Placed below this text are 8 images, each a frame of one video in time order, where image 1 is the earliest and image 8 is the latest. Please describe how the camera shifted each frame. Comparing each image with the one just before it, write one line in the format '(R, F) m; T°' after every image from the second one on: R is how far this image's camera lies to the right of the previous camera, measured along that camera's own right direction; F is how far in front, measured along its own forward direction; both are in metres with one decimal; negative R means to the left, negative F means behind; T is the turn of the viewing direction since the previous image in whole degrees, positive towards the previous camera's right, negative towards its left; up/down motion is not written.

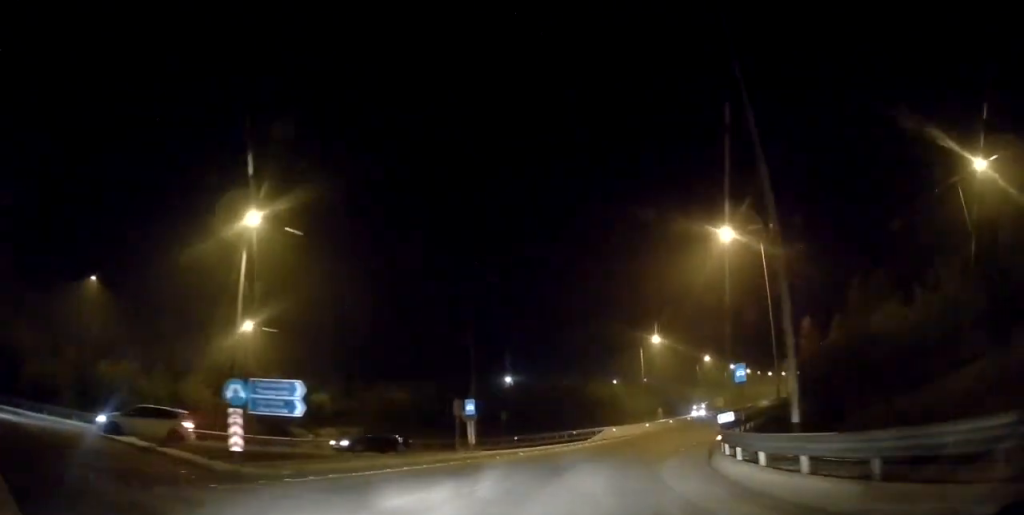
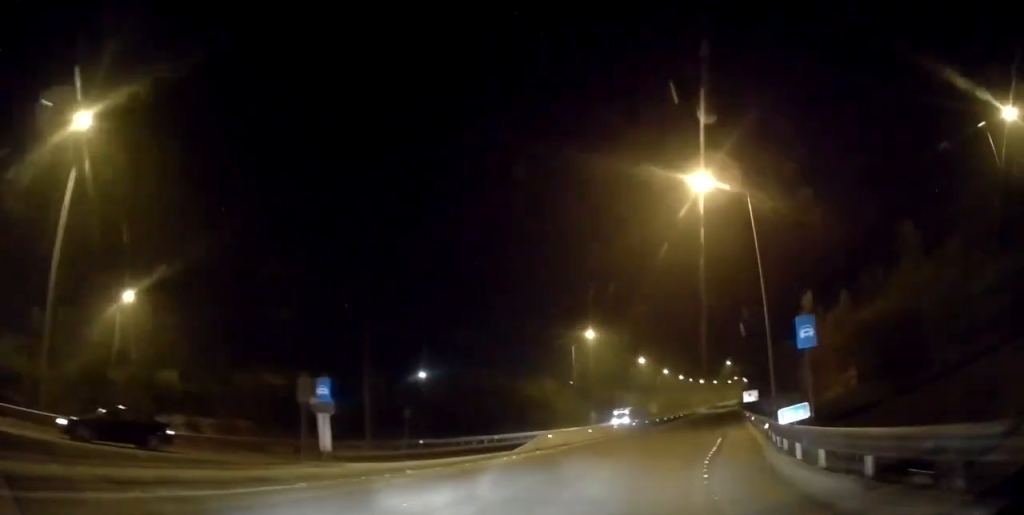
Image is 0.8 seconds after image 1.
(+0.3, +10.5) m; +9°
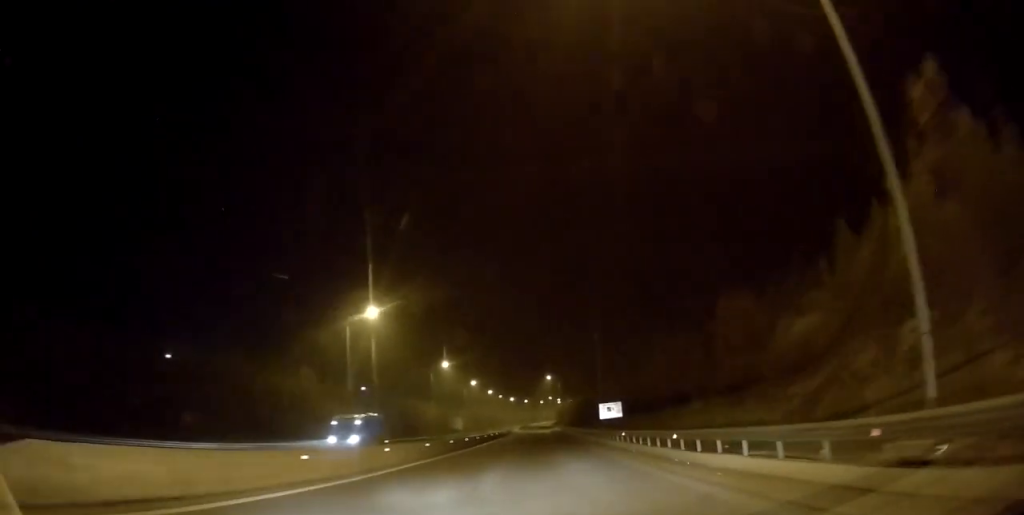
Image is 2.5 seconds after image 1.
(+4.4, +22.9) m; +15°
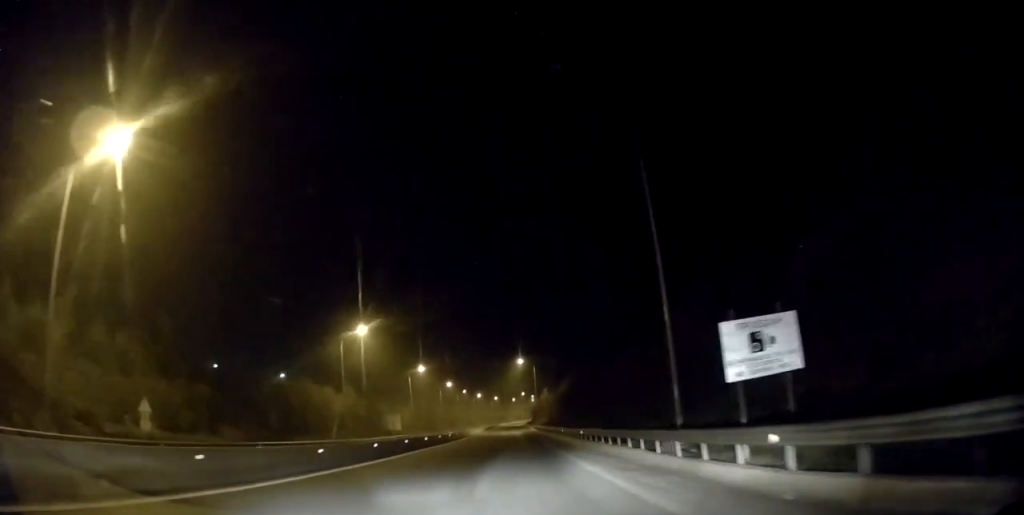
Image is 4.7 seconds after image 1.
(+1.1, +35.5) m; +3°
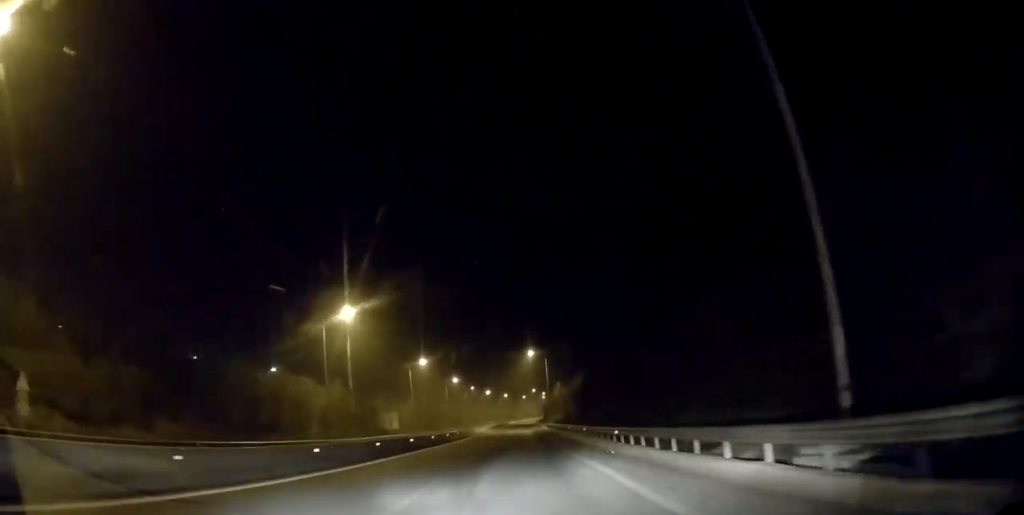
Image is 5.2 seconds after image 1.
(+0.1, +9.2) m; 0°
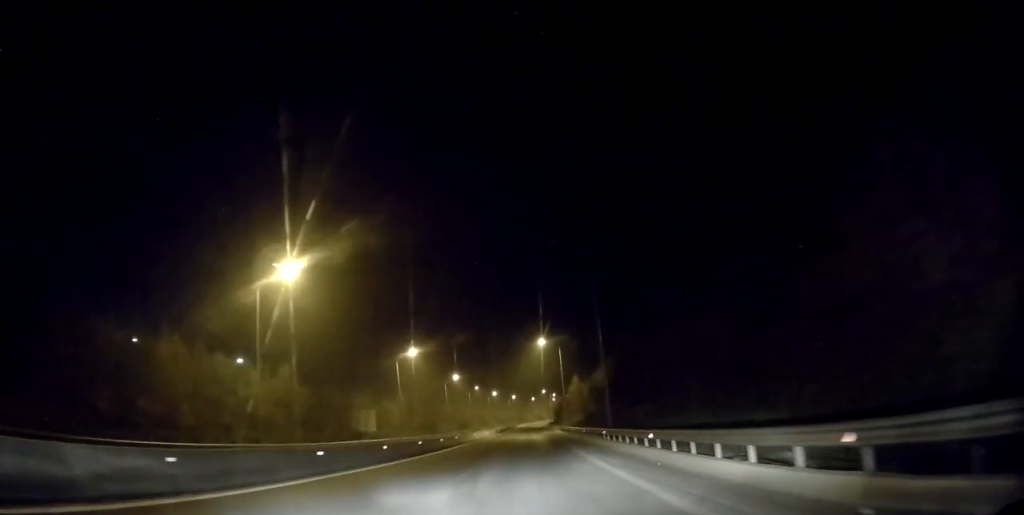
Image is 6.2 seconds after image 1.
(-0.1, +17.2) m; -1°
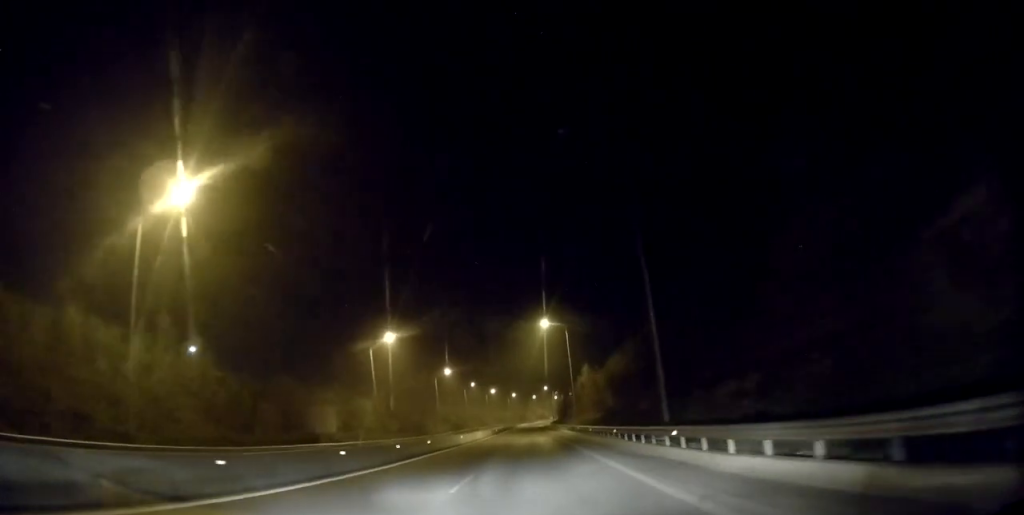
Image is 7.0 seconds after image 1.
(-0.2, +14.7) m; 0°
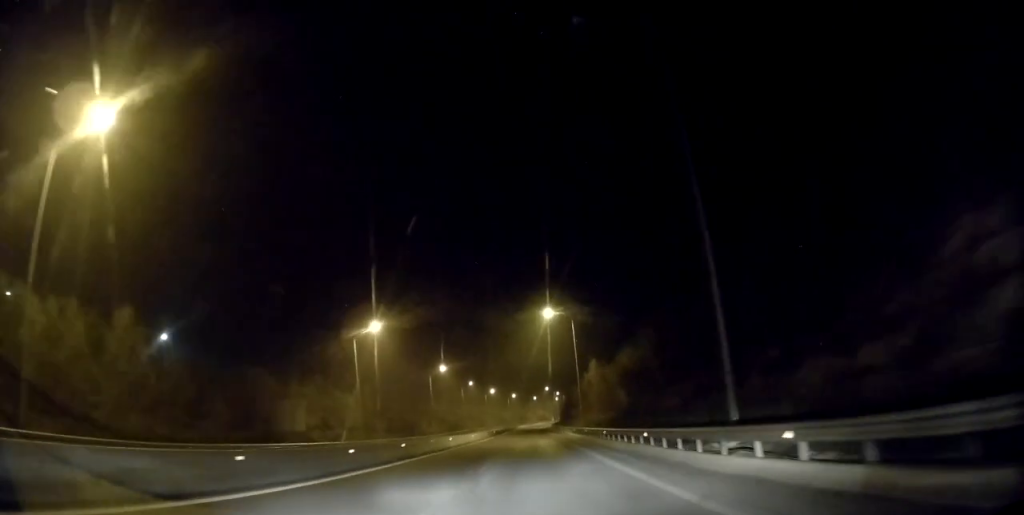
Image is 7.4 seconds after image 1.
(+0.1, +7.4) m; 0°
